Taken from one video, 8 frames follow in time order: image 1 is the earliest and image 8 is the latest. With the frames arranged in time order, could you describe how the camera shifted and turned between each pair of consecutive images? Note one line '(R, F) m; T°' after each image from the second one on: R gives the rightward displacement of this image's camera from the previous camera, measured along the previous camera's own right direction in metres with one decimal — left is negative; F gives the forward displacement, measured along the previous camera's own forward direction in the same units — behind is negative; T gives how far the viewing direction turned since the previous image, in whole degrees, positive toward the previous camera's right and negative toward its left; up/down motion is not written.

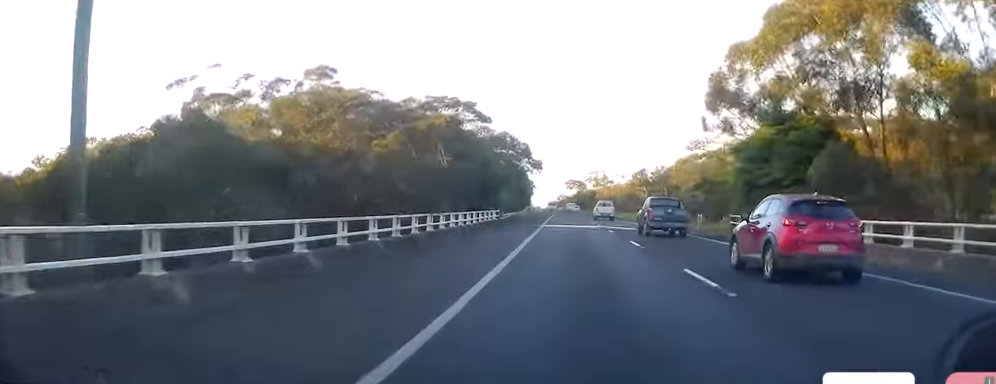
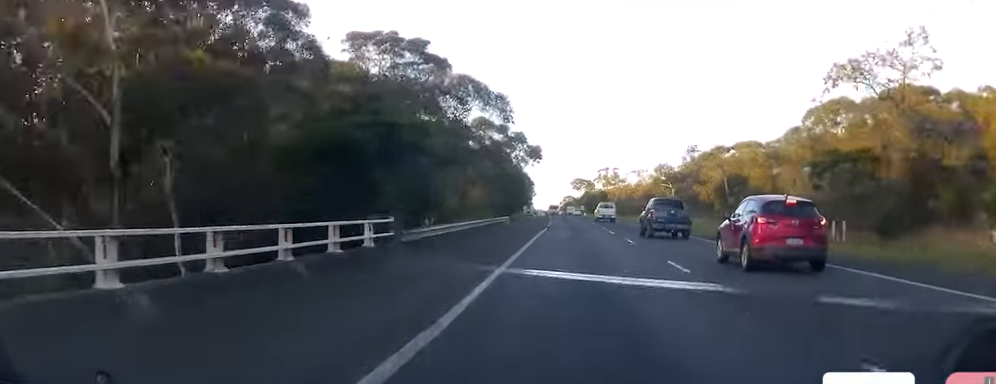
(+0.4, +33.3) m; 0°
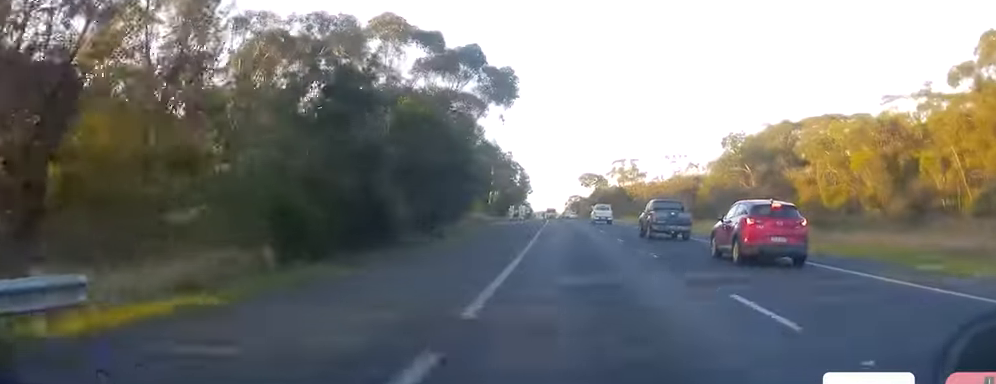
(-1.7, +55.2) m; -2°
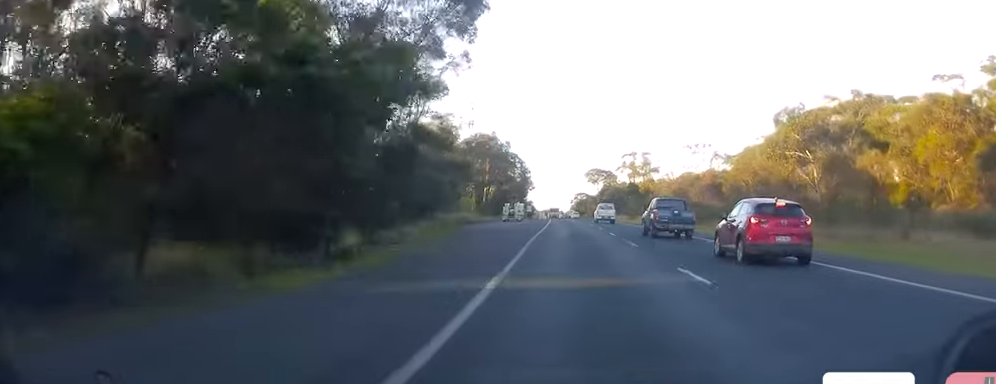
(+0.1, +19.0) m; 0°
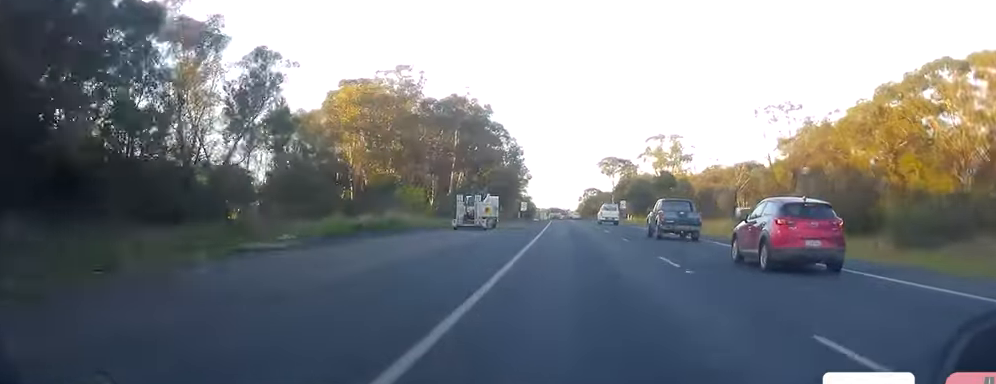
(-0.1, +43.8) m; 0°
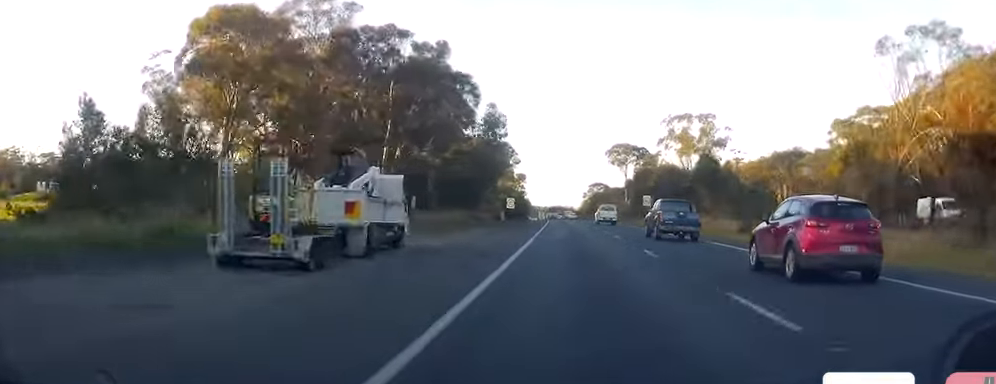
(+0.3, +32.4) m; 0°
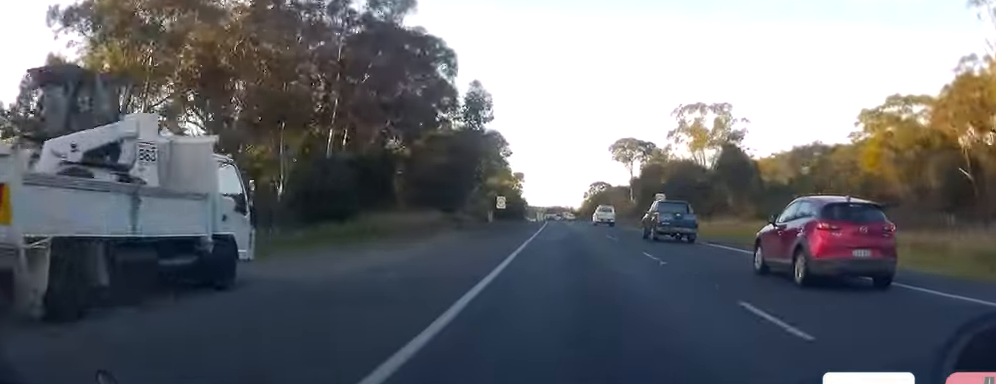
(-0.1, +12.4) m; 0°
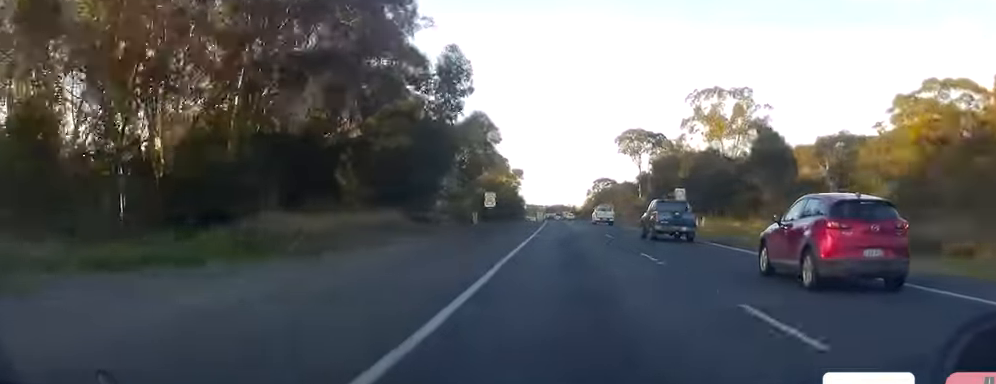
(-0.1, +12.4) m; 0°
